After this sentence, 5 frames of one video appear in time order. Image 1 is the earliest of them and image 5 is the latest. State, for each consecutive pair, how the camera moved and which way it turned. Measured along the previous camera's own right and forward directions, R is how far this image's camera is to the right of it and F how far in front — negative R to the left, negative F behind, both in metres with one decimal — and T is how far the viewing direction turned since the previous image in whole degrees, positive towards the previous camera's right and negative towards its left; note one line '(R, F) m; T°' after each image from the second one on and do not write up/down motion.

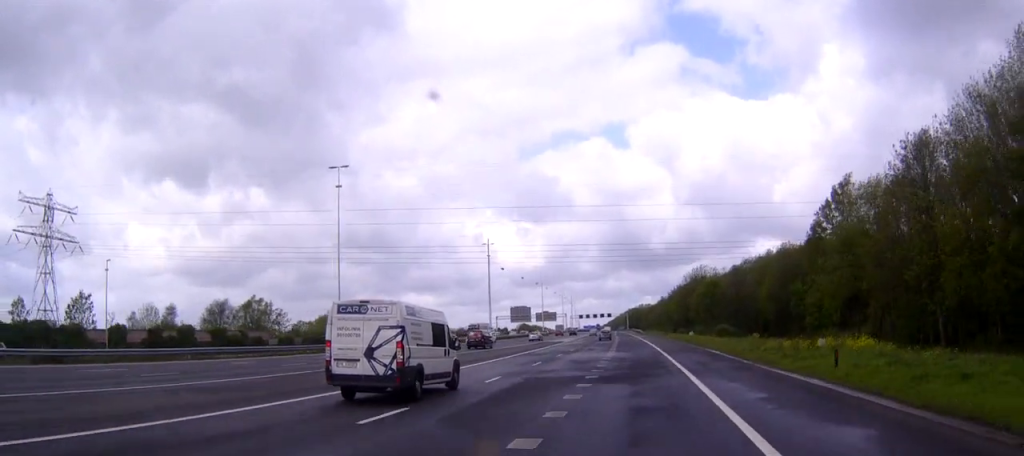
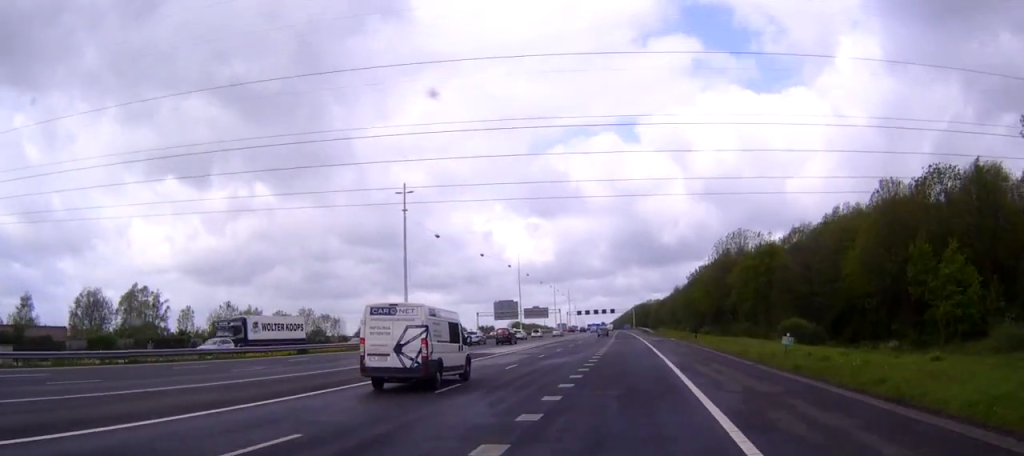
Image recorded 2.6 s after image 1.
(-0.1, +52.7) m; -1°
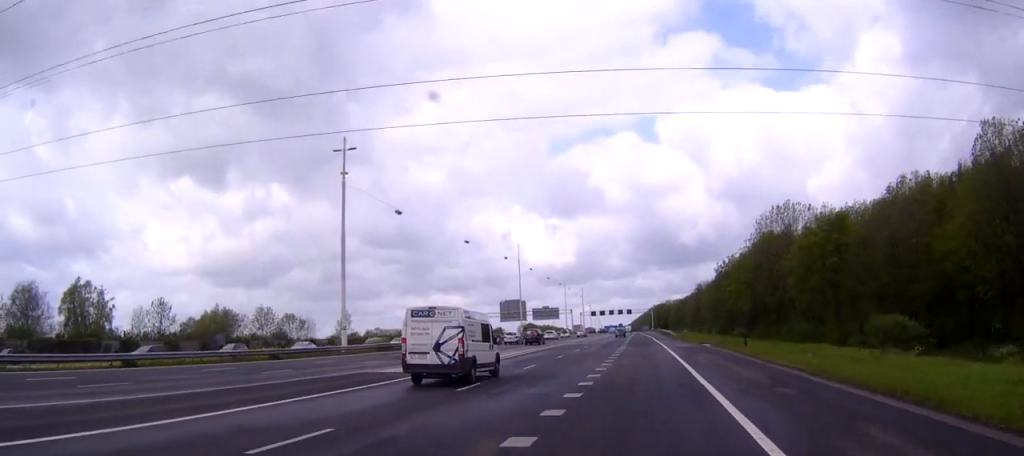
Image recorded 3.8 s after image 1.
(-0.4, +23.1) m; -2°
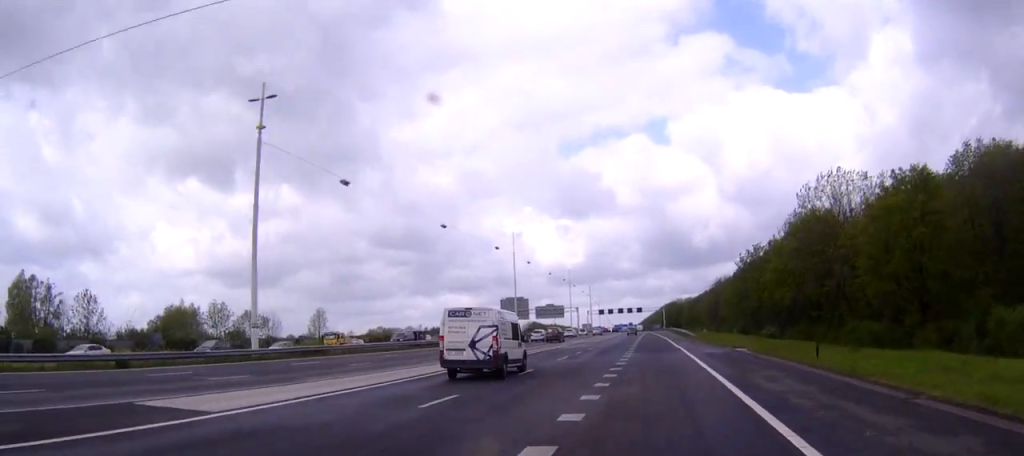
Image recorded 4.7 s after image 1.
(-0.1, +17.2) m; -1°
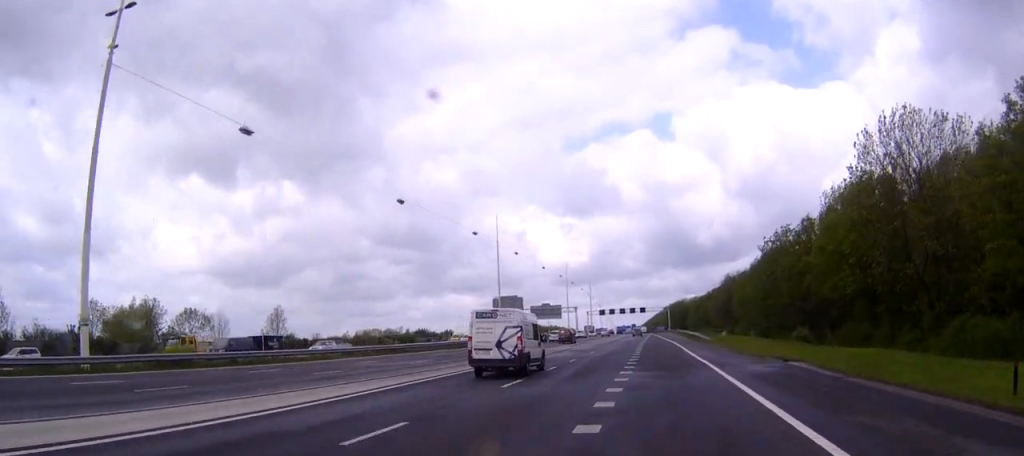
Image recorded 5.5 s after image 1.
(0.0, +17.2) m; 0°
